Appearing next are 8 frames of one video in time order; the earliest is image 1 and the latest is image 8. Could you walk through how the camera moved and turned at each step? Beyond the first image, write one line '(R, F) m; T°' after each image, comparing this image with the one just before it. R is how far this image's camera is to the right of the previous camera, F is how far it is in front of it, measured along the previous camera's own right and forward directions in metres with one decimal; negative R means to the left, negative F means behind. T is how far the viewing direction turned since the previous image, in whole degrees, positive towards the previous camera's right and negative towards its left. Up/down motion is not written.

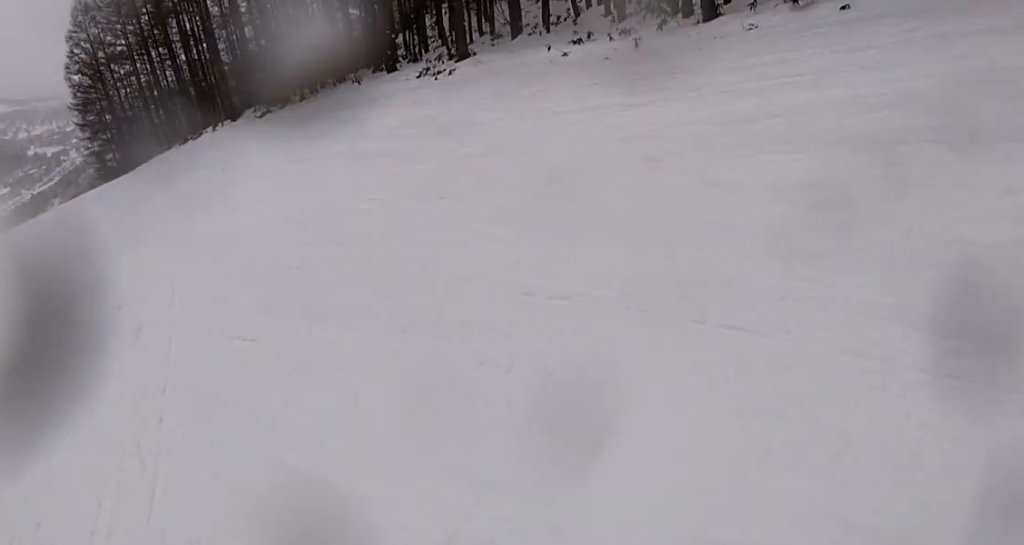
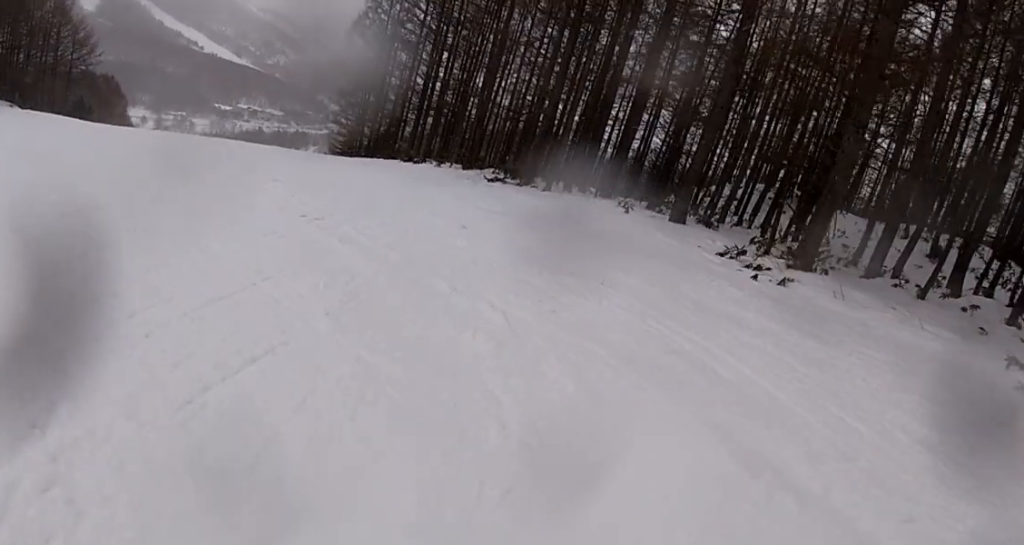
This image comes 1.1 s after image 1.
(-1.2, +9.5) m; -17°
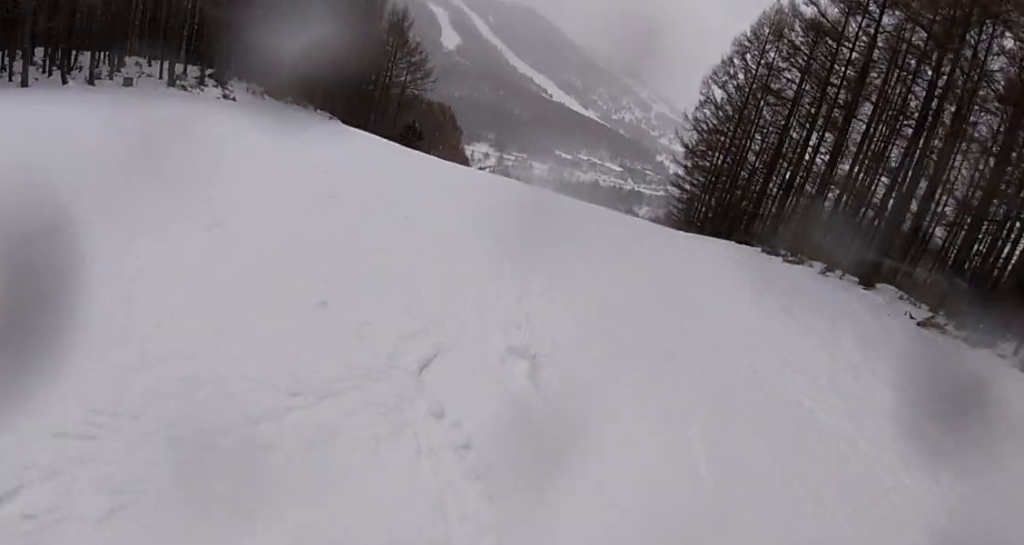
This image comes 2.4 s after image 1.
(-2.5, +8.8) m; -36°
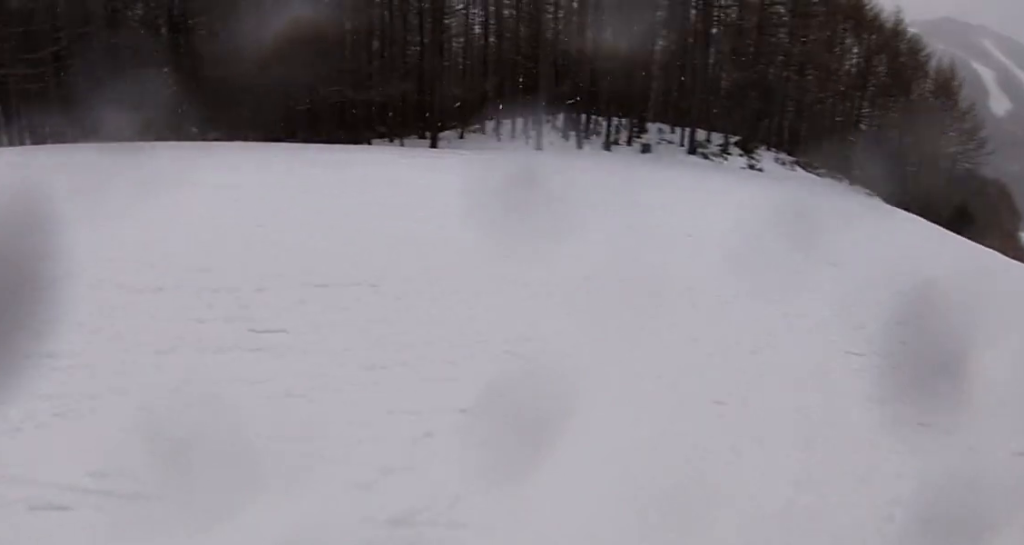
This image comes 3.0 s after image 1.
(-0.7, +4.4) m; -17°
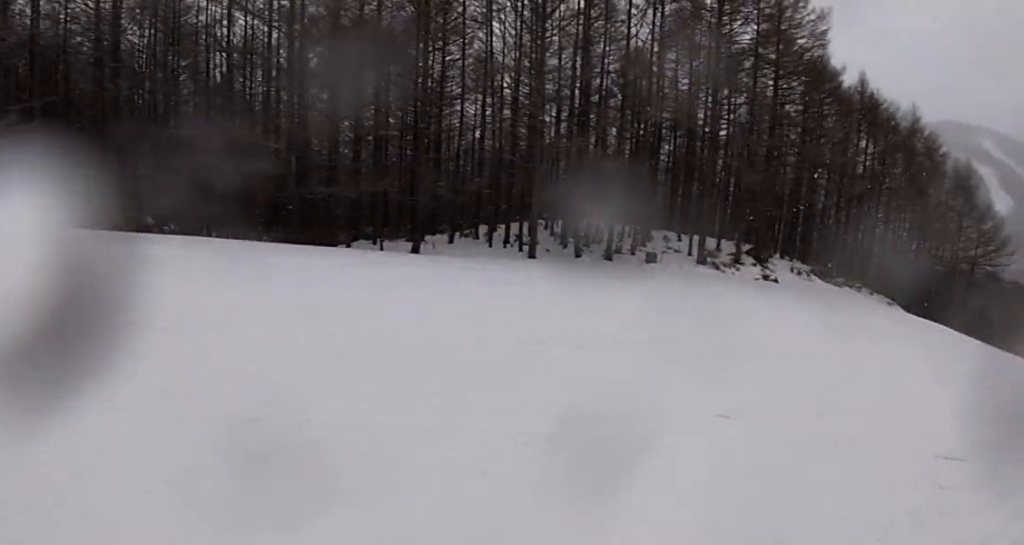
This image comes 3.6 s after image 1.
(-0.7, +4.1) m; -9°
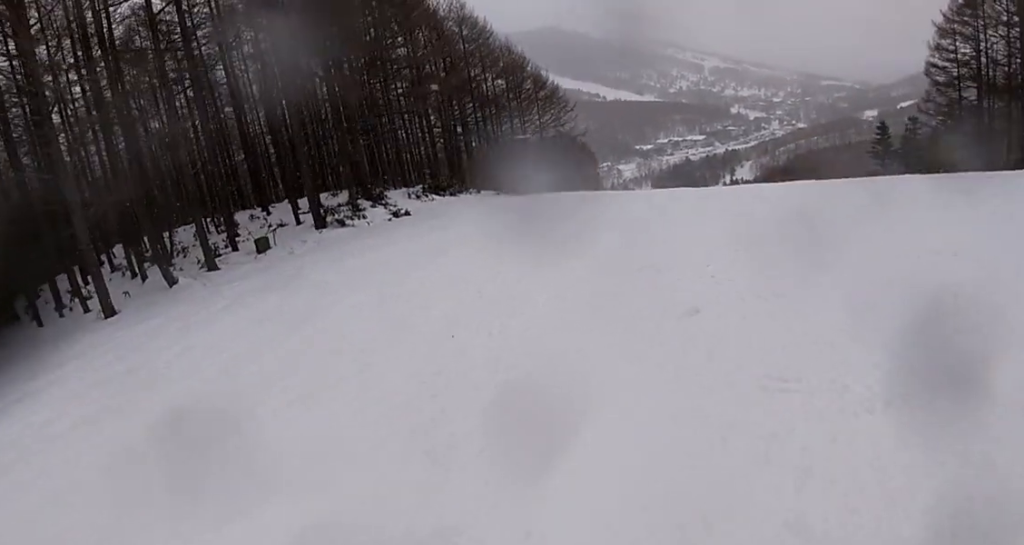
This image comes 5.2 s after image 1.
(-0.2, +10.4) m; +16°
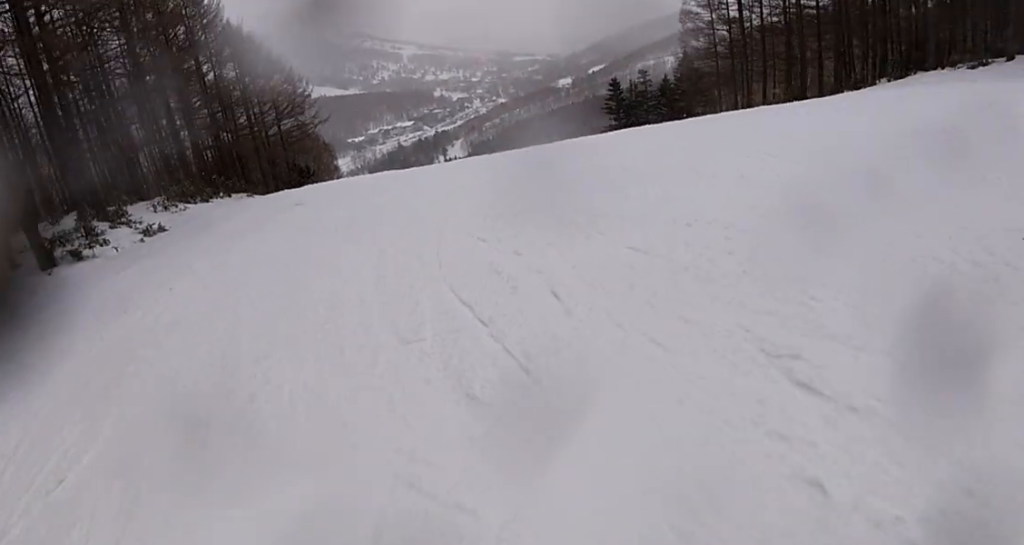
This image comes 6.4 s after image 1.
(+1.7, +6.4) m; +25°
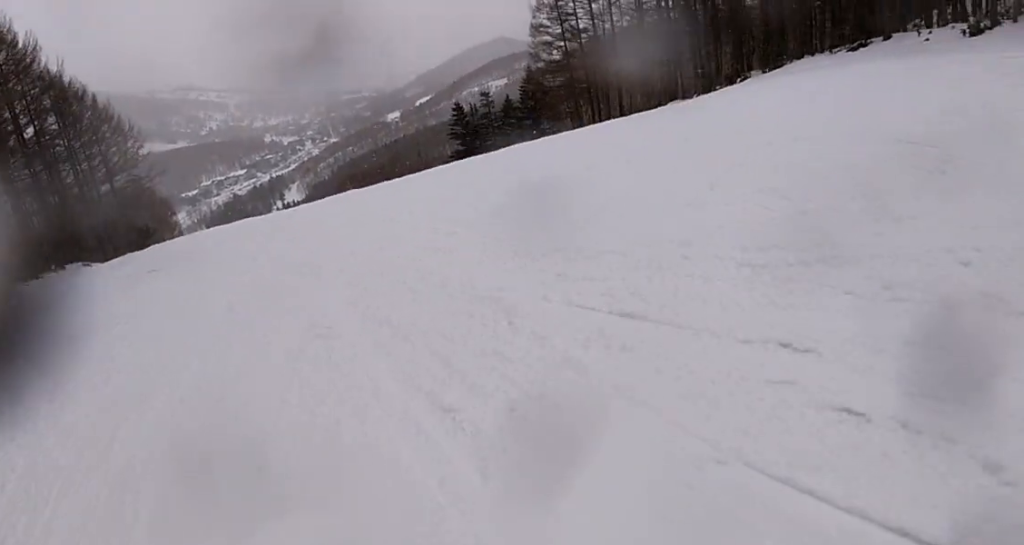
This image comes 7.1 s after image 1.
(-0.1, +3.5) m; +18°
